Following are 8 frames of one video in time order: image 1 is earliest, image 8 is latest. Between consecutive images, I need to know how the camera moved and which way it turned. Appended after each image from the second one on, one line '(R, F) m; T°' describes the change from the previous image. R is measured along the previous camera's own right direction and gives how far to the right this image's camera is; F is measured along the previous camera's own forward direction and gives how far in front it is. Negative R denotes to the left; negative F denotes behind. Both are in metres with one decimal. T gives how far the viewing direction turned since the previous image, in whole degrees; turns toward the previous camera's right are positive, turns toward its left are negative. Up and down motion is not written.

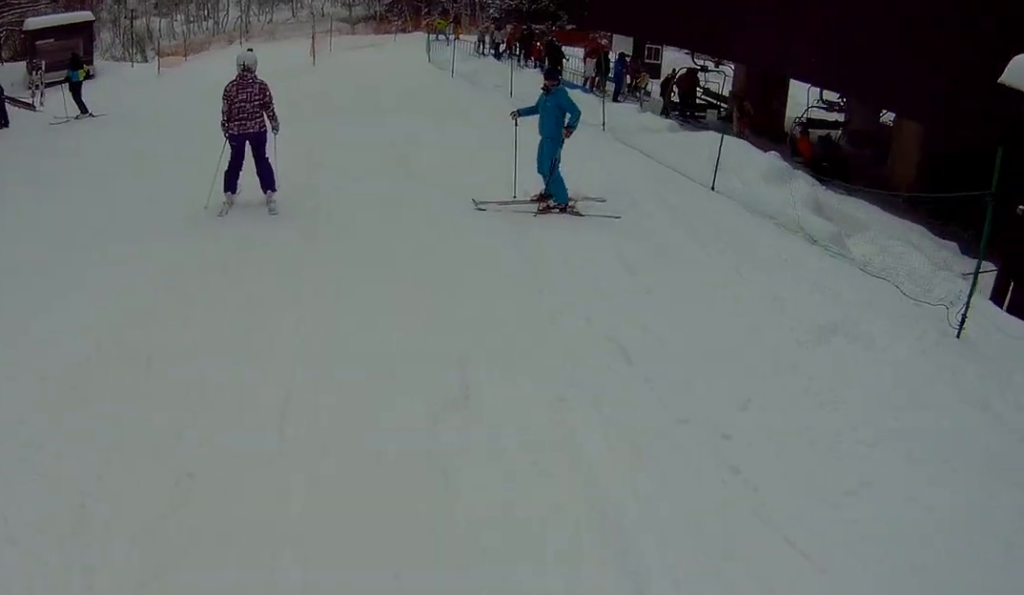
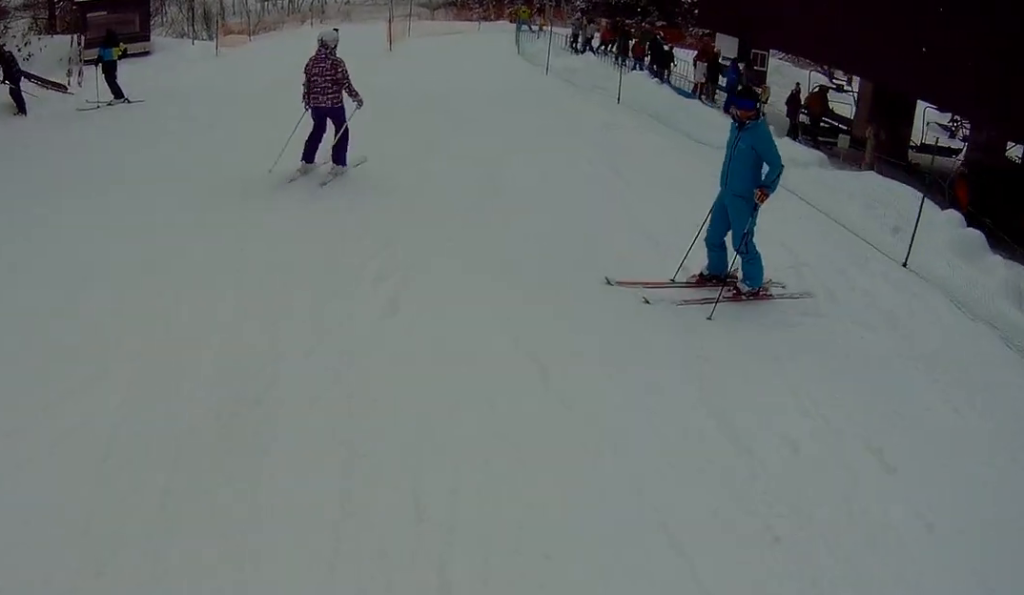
(0.0, +3.1) m; +3°
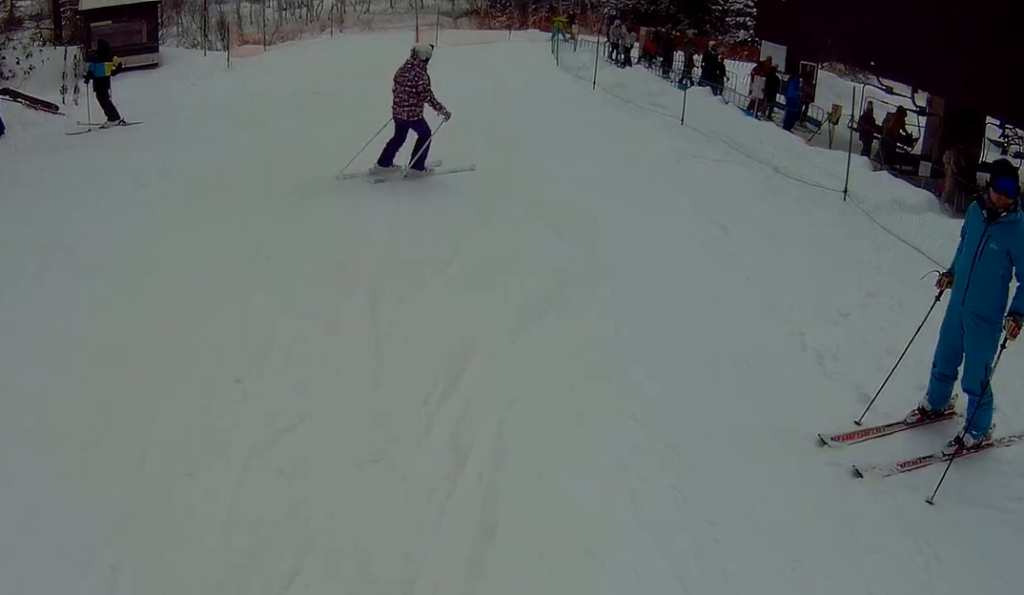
(-0.1, +2.4) m; +4°
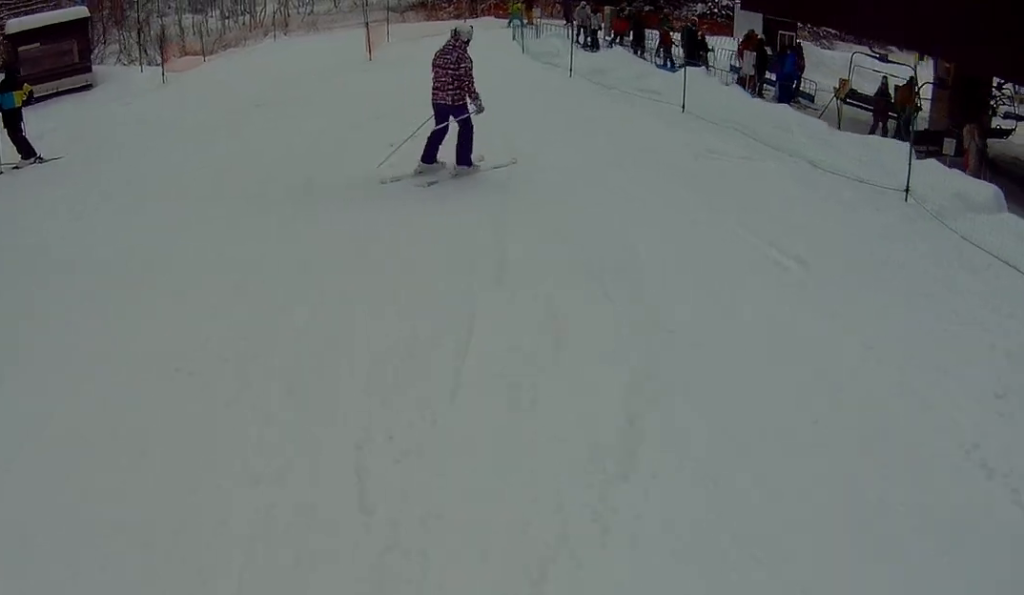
(+0.2, +2.5) m; +3°
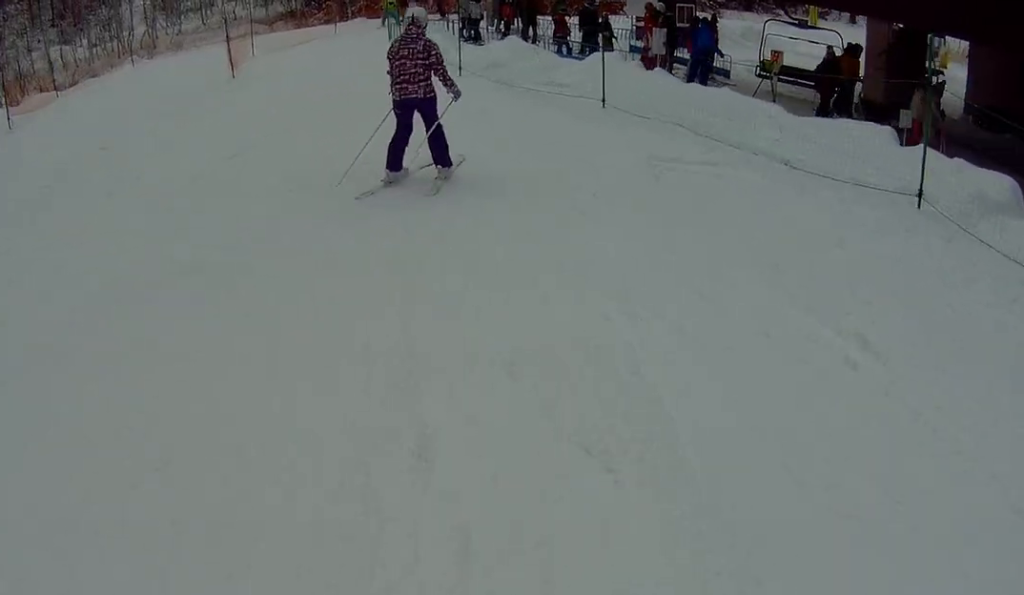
(+0.1, +2.8) m; +3°
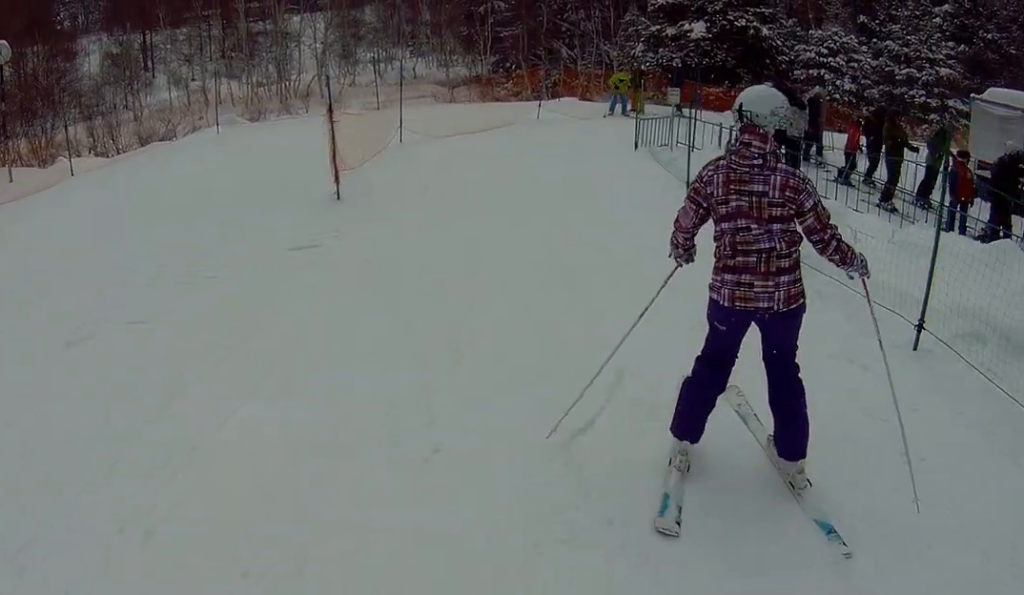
(+1.5, +14.7) m; +8°
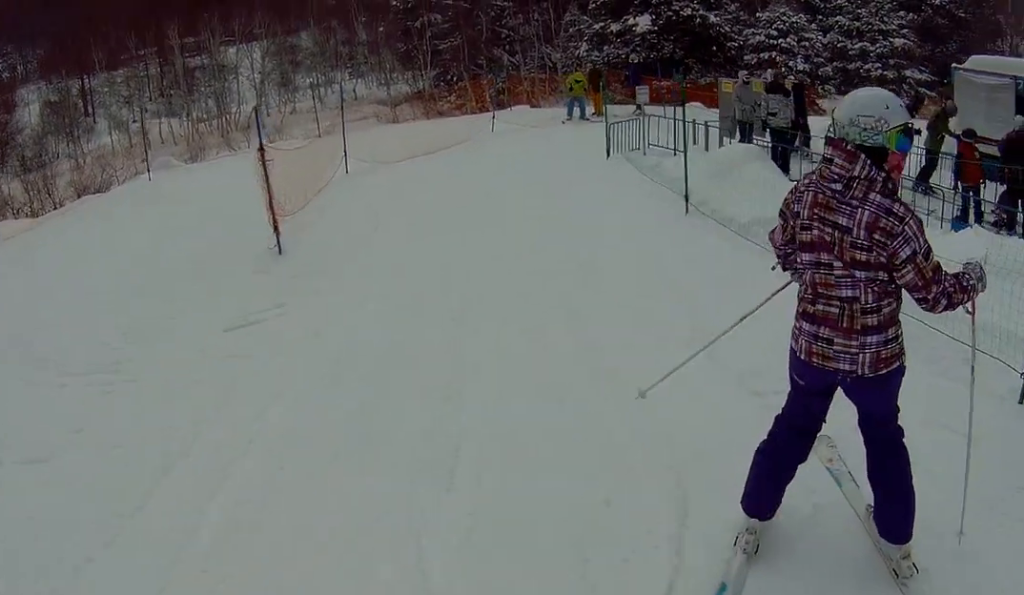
(-0.3, +2.1) m; +3°
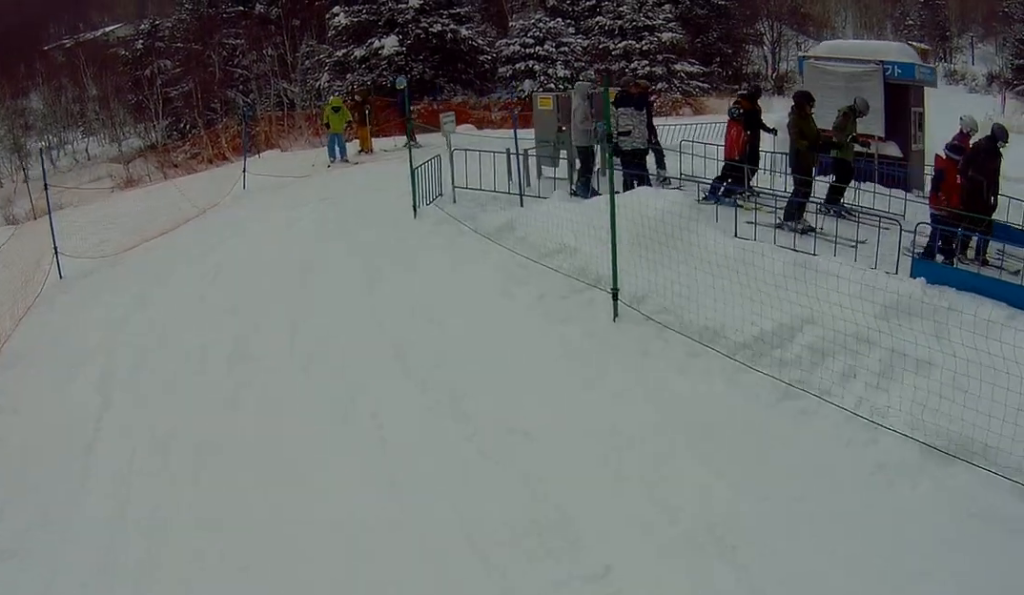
(+1.8, +5.6) m; +30°
